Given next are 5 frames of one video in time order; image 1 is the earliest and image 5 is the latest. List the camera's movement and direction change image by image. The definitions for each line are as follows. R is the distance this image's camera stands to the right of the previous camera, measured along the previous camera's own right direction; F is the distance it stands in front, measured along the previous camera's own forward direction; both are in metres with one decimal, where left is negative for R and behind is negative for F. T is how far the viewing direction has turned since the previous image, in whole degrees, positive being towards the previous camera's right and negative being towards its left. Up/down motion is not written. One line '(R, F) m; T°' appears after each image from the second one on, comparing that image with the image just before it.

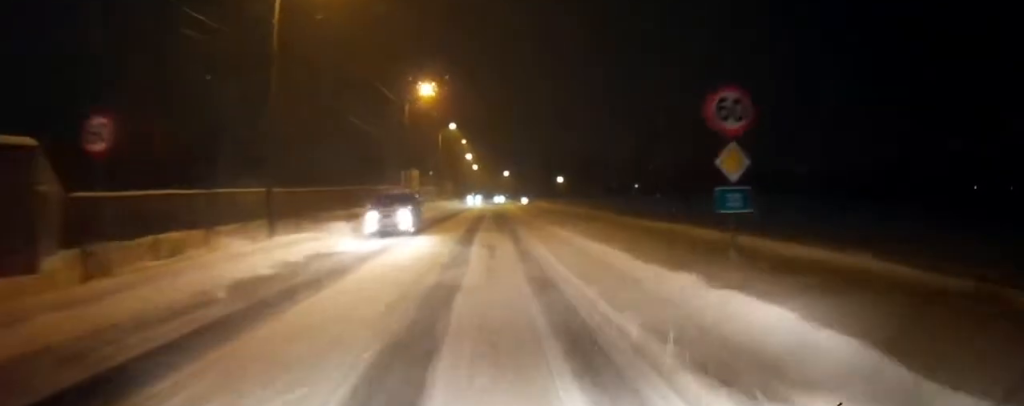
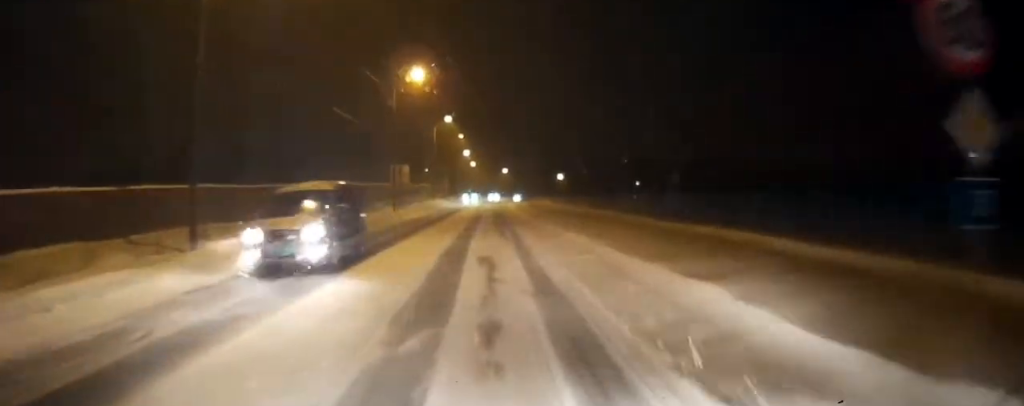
(0.0, +5.5) m; 0°
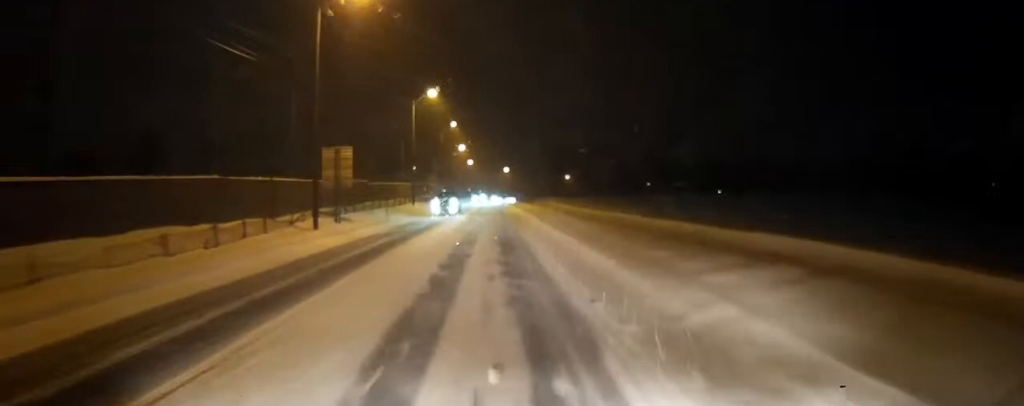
(-0.2, +20.9) m; -2°
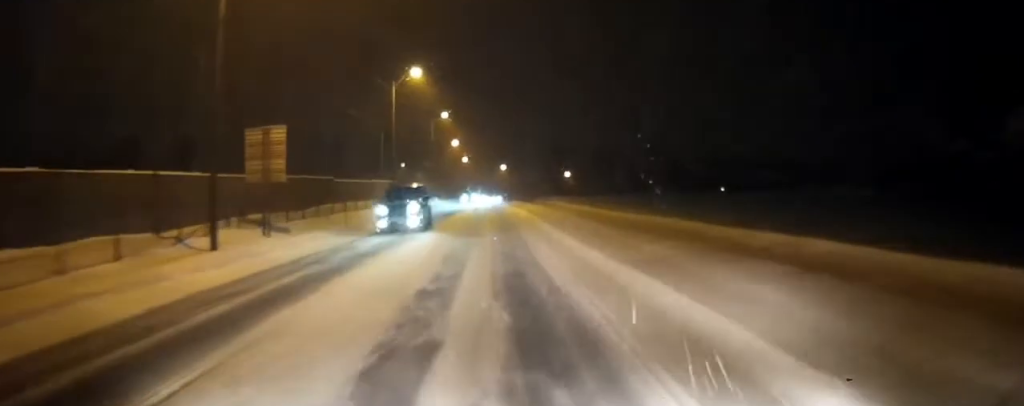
(-0.1, +9.3) m; +2°
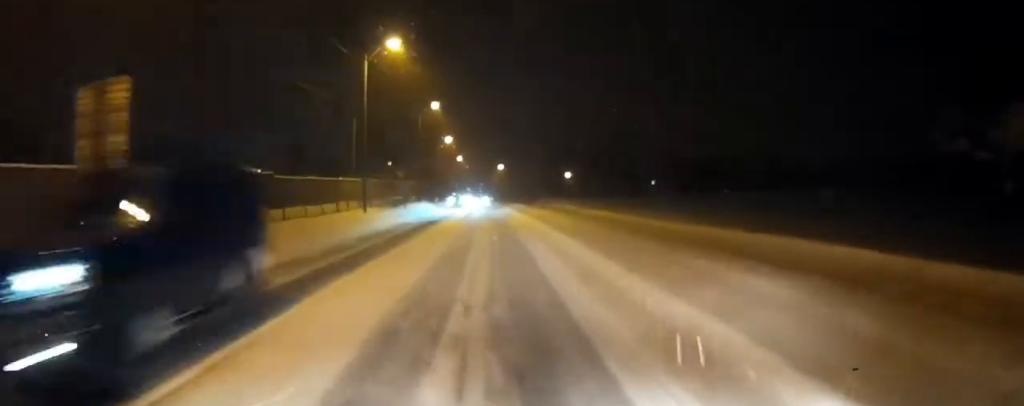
(+0.4, +9.4) m; 0°
